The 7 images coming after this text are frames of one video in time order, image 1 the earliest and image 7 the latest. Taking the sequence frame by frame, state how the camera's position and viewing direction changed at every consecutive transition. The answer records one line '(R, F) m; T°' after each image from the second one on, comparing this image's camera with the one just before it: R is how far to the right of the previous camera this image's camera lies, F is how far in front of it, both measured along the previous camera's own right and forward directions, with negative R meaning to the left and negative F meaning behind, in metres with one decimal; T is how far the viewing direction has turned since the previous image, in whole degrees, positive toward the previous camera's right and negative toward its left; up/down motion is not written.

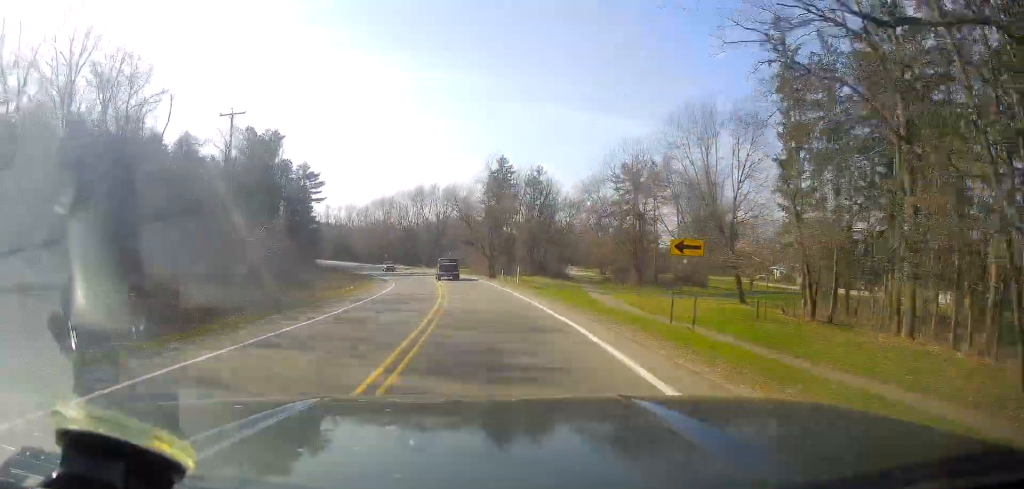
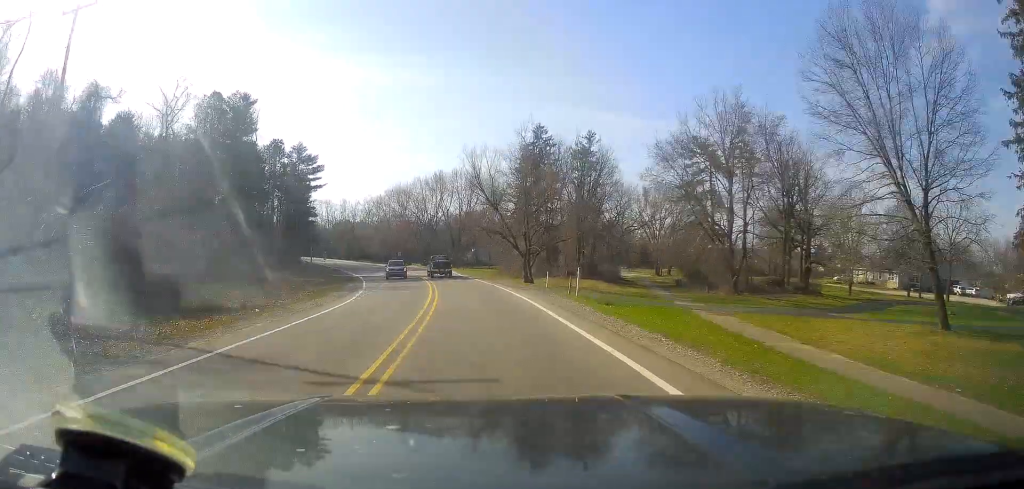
(-0.3, +24.3) m; -3°
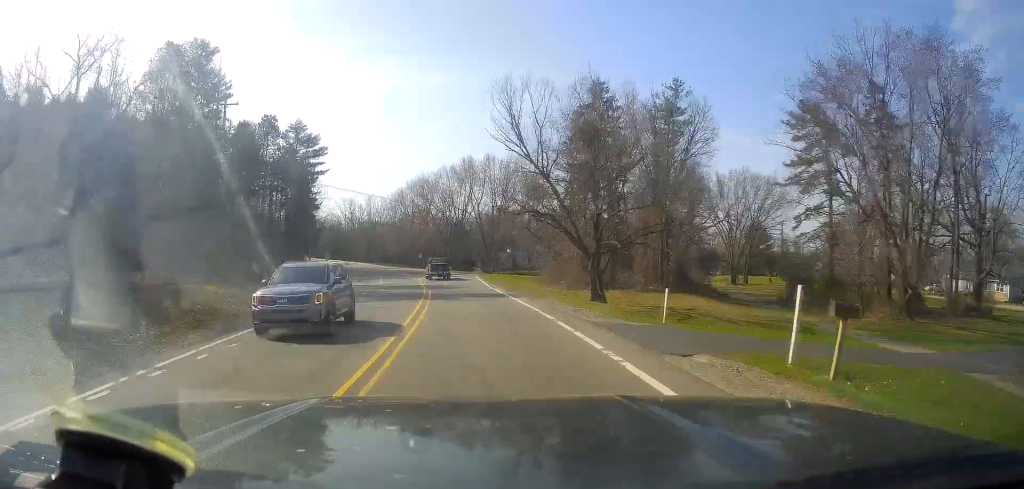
(-0.8, +22.0) m; -3°
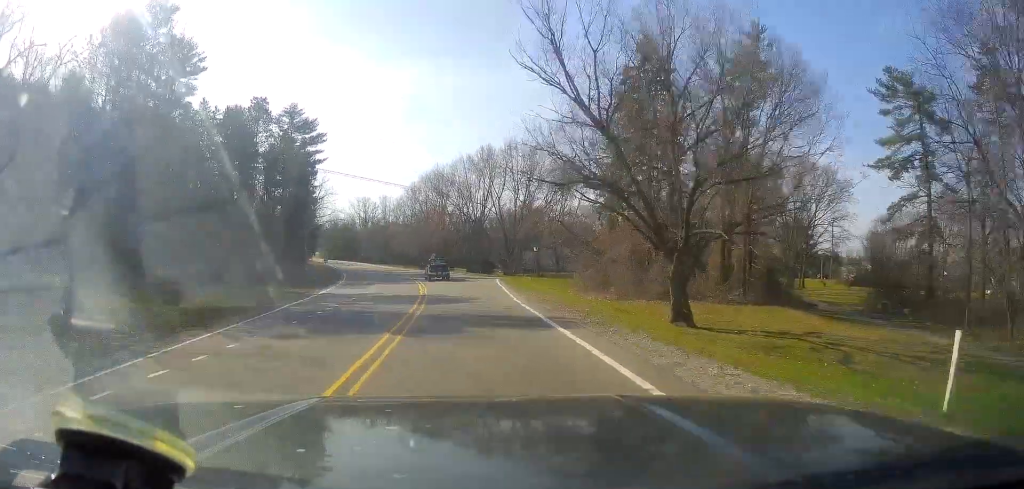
(-0.1, +12.7) m; -2°
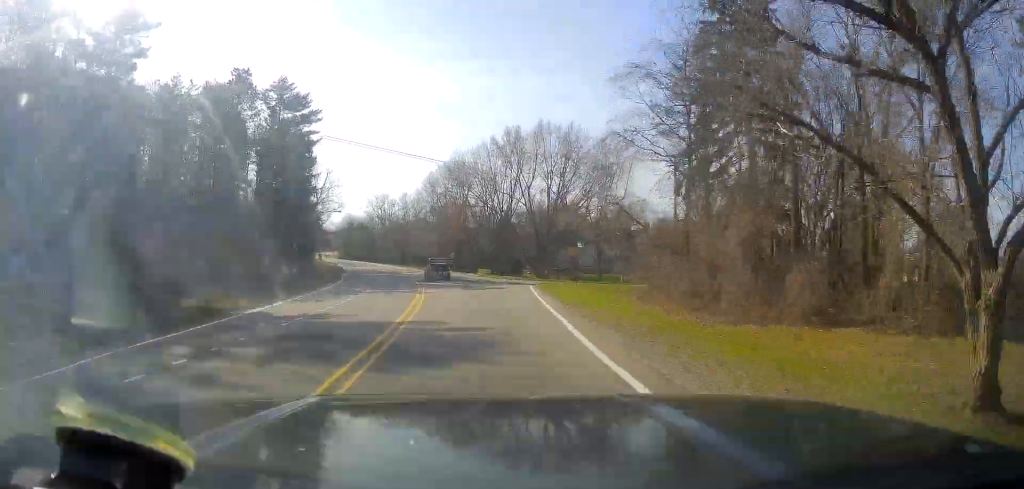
(-0.2, +15.2) m; -3°
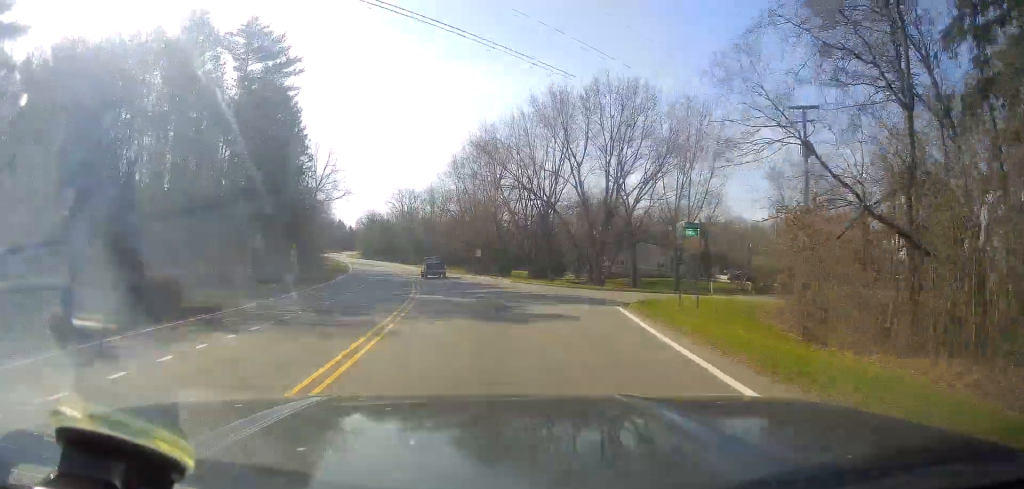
(-0.7, +20.3) m; -5°
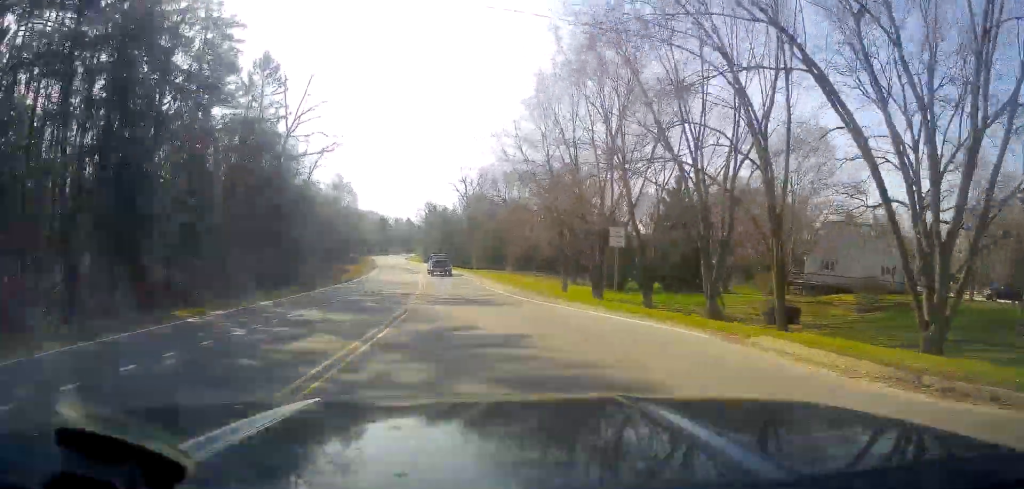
(-2.7, +43.0) m; -5°
